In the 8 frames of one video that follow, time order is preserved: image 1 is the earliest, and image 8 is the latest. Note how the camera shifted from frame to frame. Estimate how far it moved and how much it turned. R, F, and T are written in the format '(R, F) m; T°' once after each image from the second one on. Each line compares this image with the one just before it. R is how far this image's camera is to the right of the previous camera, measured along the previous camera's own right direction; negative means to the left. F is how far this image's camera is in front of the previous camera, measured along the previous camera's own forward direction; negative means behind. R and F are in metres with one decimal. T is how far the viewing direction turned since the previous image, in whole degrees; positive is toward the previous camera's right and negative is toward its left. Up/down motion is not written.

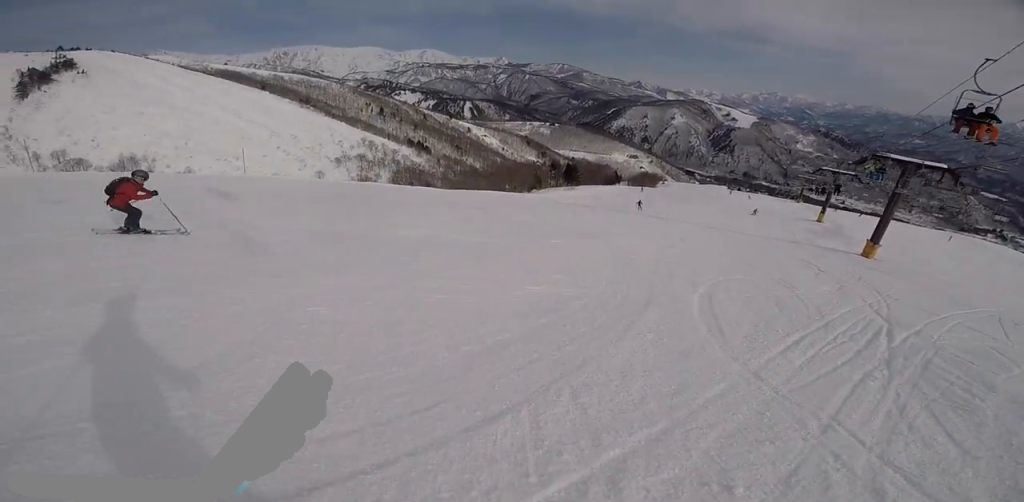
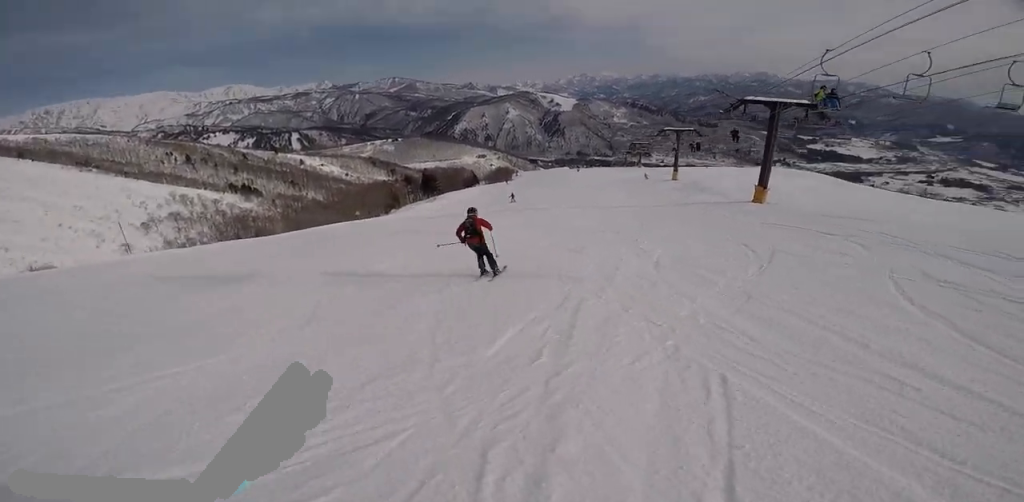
(+0.2, +7.7) m; +19°
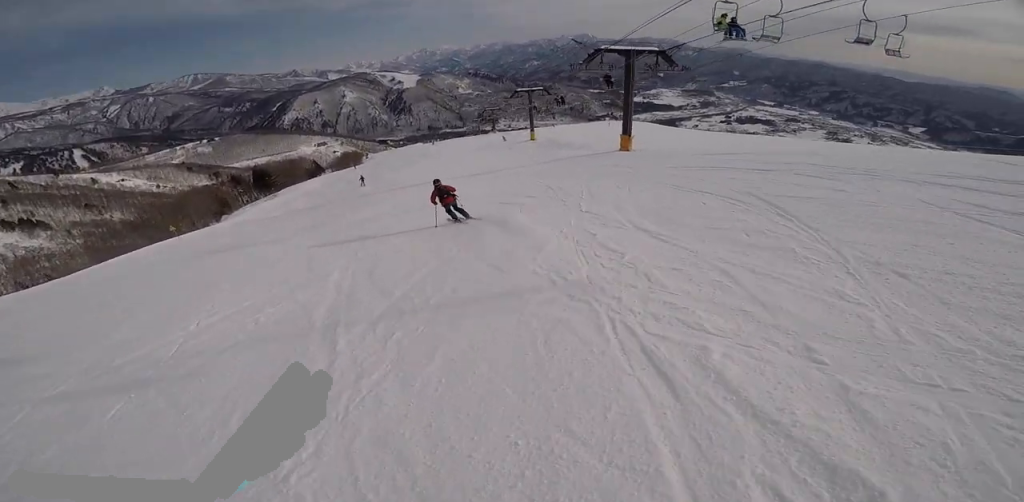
(+0.4, +3.4) m; +14°
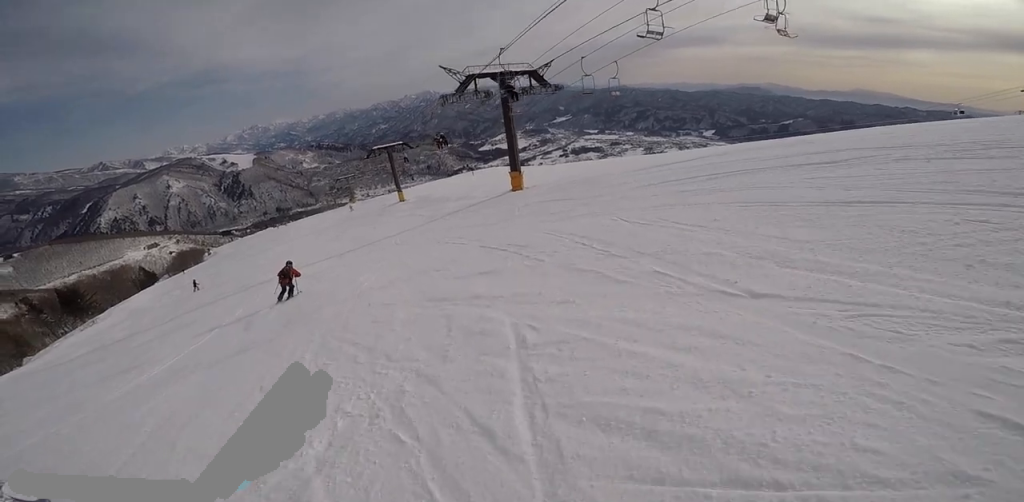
(+0.8, +5.5) m; +19°
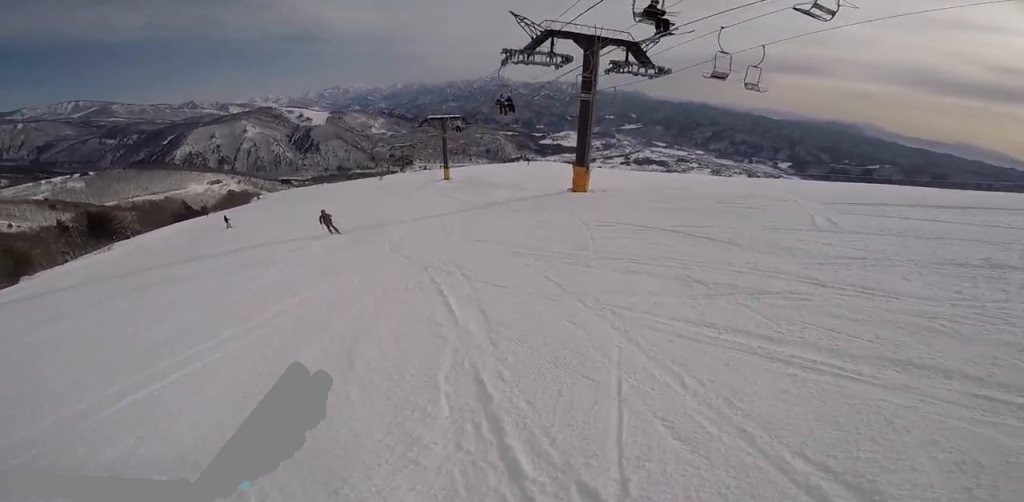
(+1.6, +6.6) m; +1°
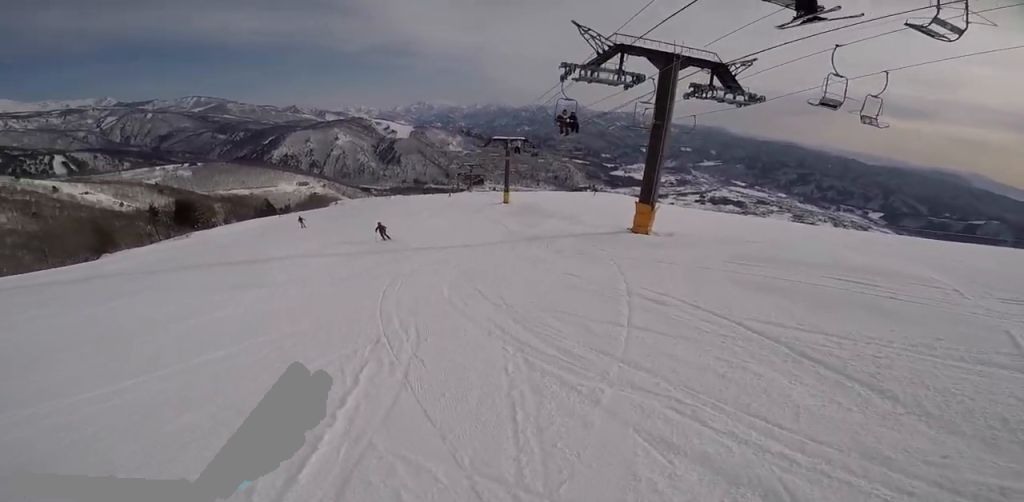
(-0.7, +3.0) m; -15°
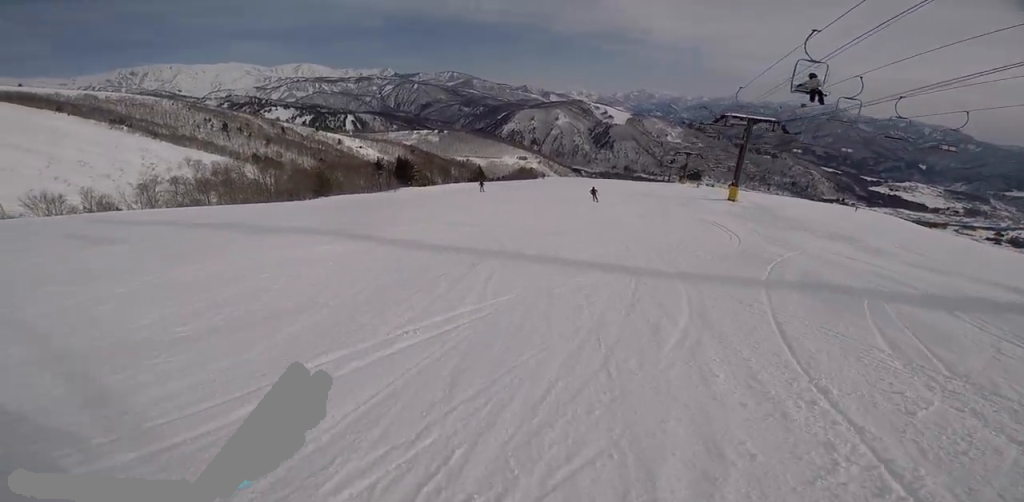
(-4.9, +9.8) m; -41°
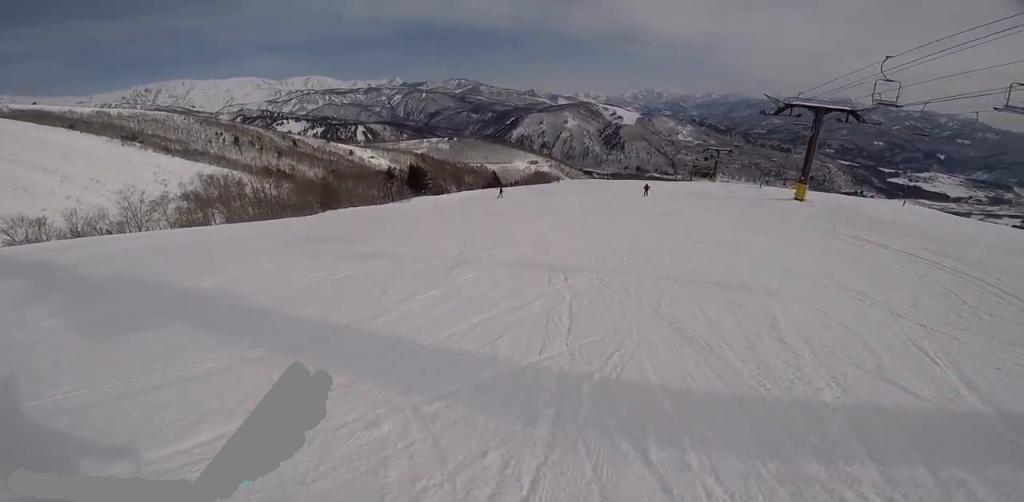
(-0.6, +6.7) m; +12°
